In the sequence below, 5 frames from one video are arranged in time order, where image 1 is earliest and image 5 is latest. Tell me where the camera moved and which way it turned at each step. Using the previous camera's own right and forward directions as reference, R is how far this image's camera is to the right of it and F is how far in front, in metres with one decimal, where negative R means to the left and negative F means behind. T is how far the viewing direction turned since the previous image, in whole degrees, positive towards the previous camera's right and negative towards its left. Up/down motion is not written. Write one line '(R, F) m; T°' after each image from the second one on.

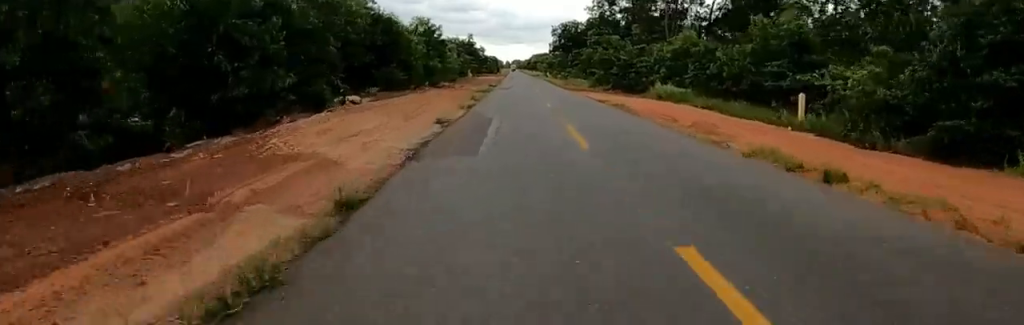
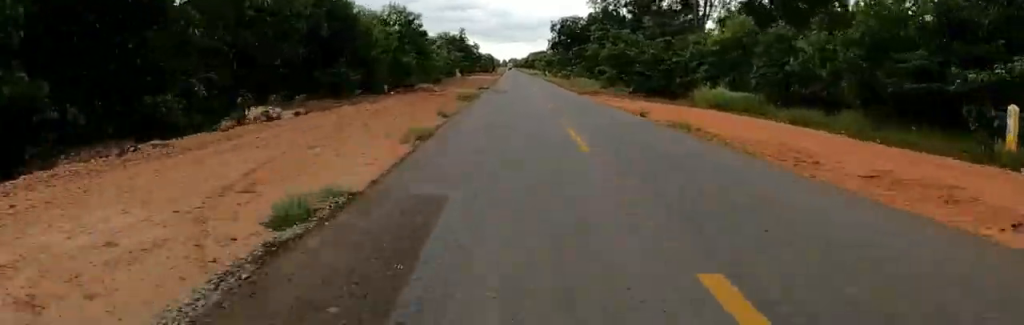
(+0.1, +8.9) m; -2°
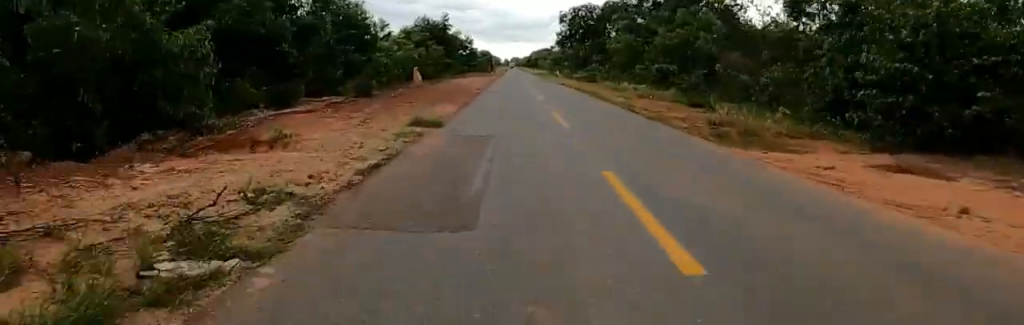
(-1.1, +21.2) m; -1°
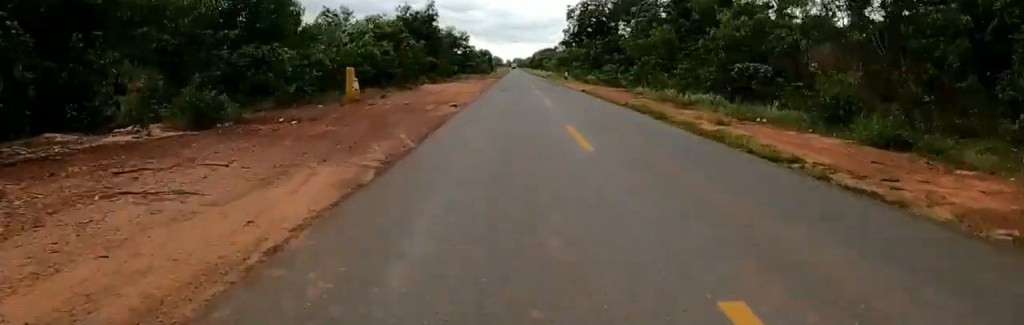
(+0.2, +11.6) m; +3°
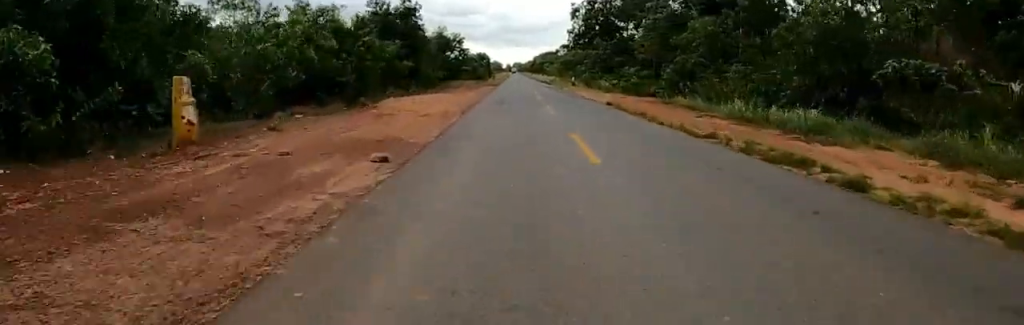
(+1.0, +8.9) m; 0°
